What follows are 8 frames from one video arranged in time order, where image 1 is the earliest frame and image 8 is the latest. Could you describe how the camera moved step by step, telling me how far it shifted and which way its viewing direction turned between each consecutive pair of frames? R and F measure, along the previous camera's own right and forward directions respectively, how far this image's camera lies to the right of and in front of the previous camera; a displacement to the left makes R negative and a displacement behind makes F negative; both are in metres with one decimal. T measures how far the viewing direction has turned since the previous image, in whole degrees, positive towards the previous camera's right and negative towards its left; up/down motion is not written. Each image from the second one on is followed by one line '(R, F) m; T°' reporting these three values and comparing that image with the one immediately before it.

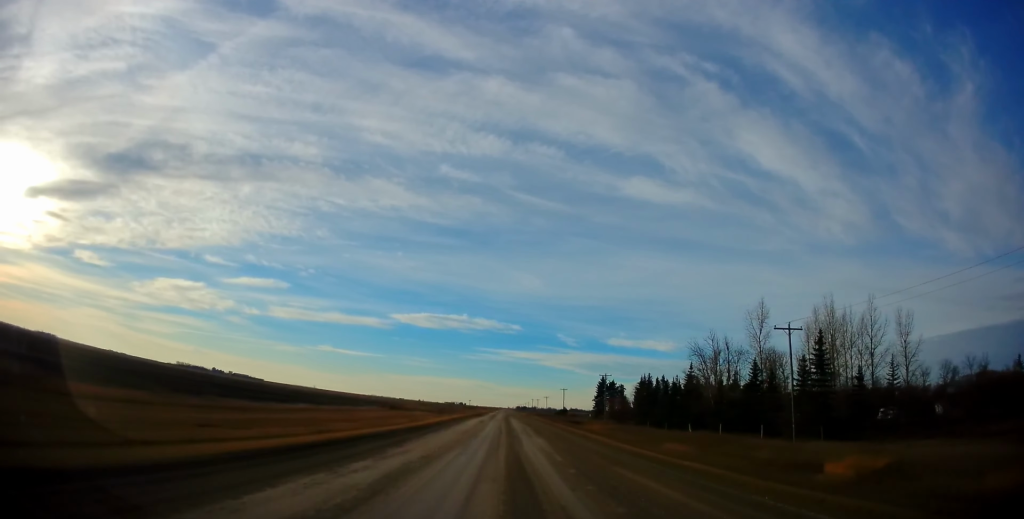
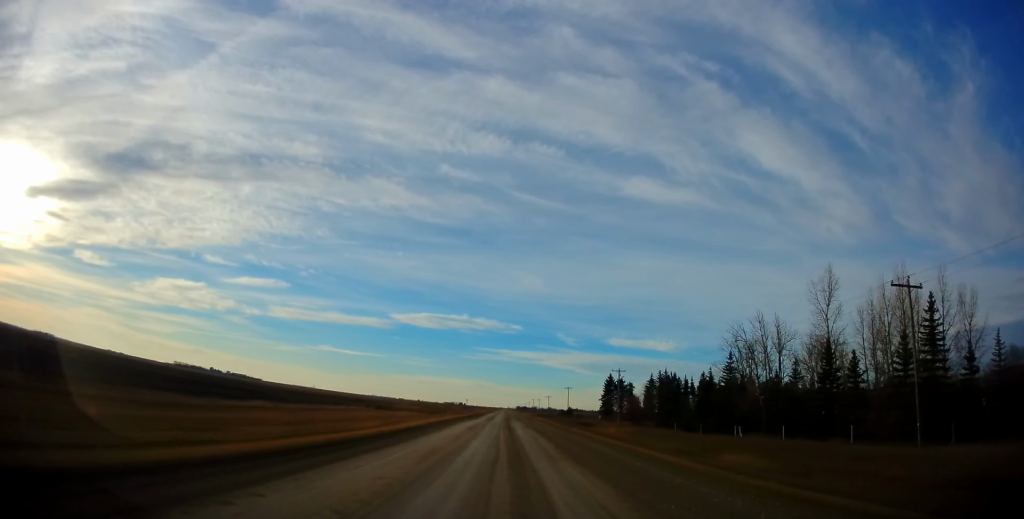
(+0.1, +13.1) m; 0°
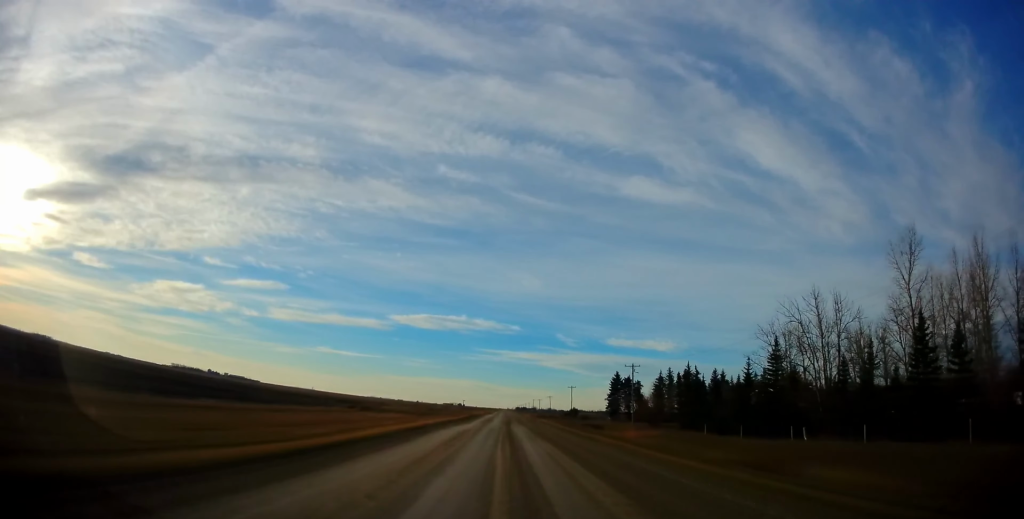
(+0.1, +10.7) m; 0°
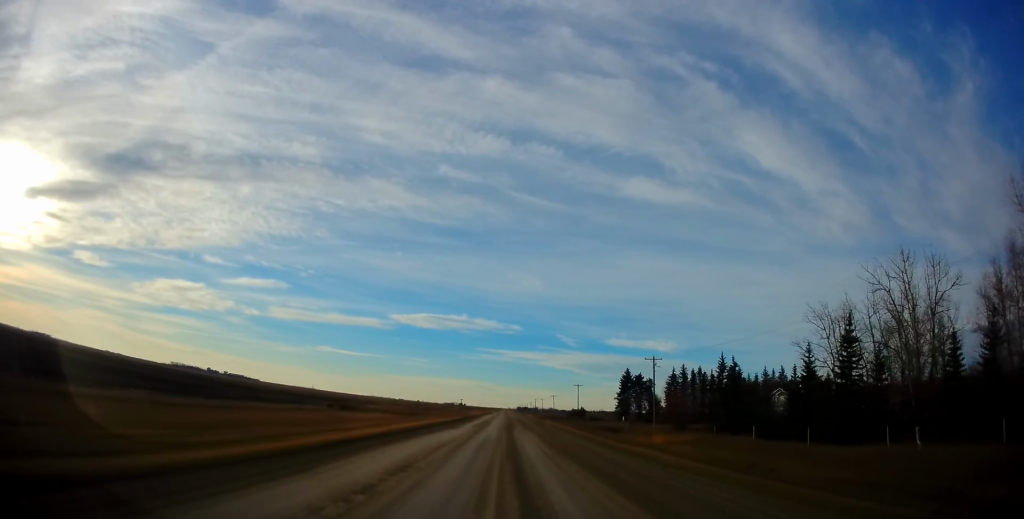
(0.0, +11.2) m; 0°
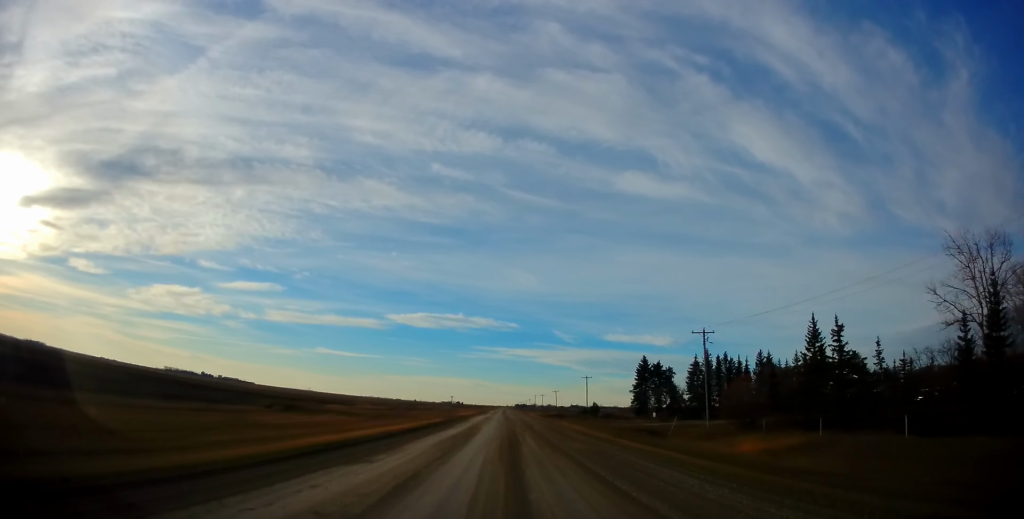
(-0.1, +19.9) m; 0°
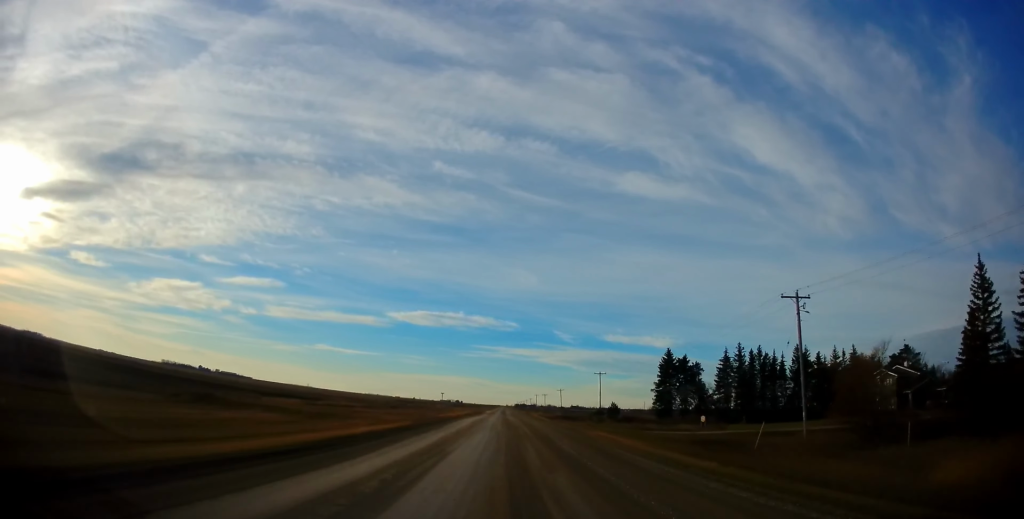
(0.0, +17.7) m; 0°
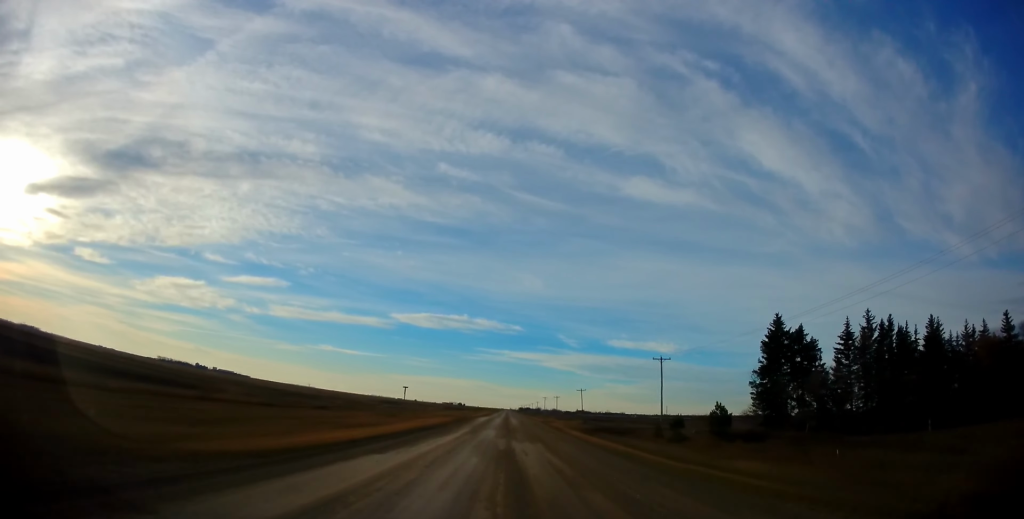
(+0.1, +46.7) m; 0°
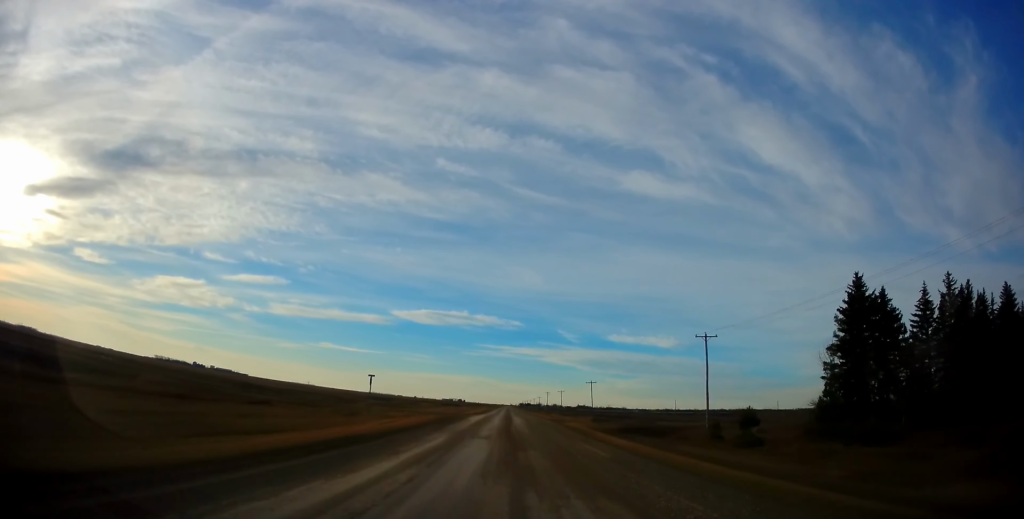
(0.0, +18.2) m; 0°
